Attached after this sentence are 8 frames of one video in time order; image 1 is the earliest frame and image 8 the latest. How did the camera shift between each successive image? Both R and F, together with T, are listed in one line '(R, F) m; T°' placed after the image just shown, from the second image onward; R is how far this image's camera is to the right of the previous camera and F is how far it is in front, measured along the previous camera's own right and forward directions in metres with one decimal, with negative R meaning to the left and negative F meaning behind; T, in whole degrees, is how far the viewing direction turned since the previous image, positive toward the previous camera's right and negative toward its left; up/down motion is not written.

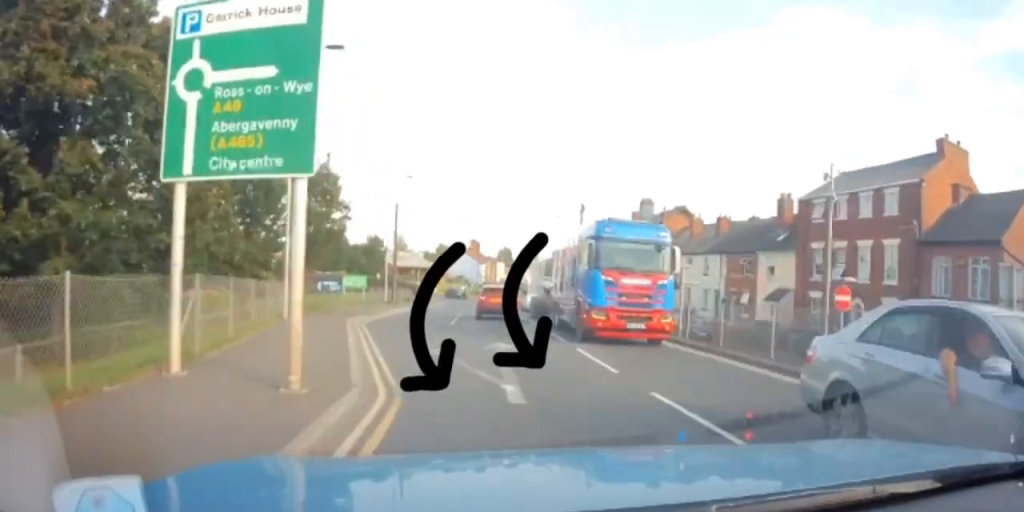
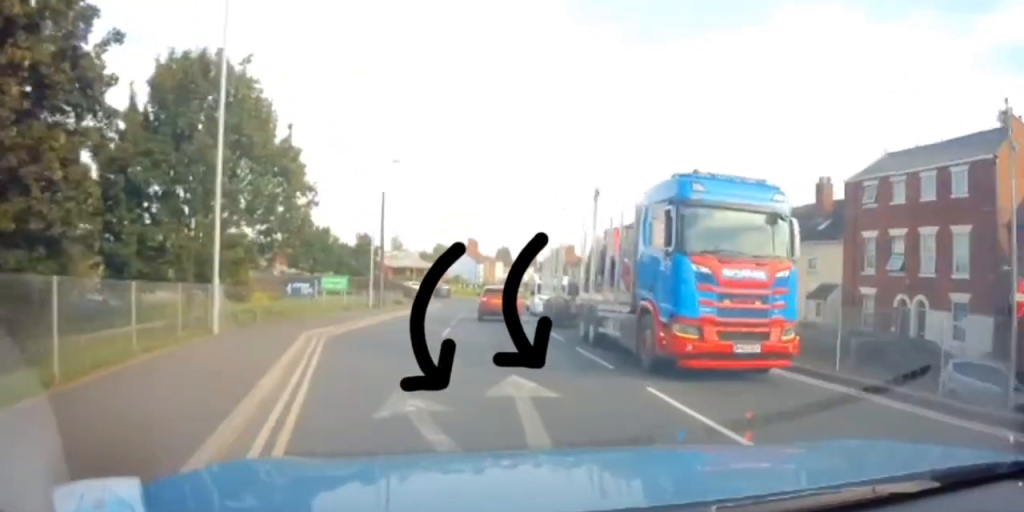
(+0.1, +5.5) m; 0°
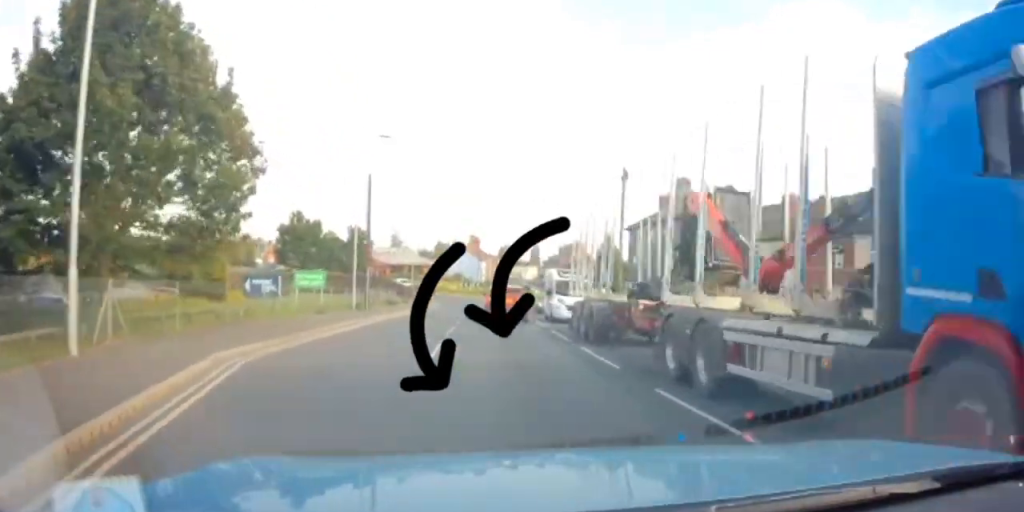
(+0.2, +6.2) m; 0°
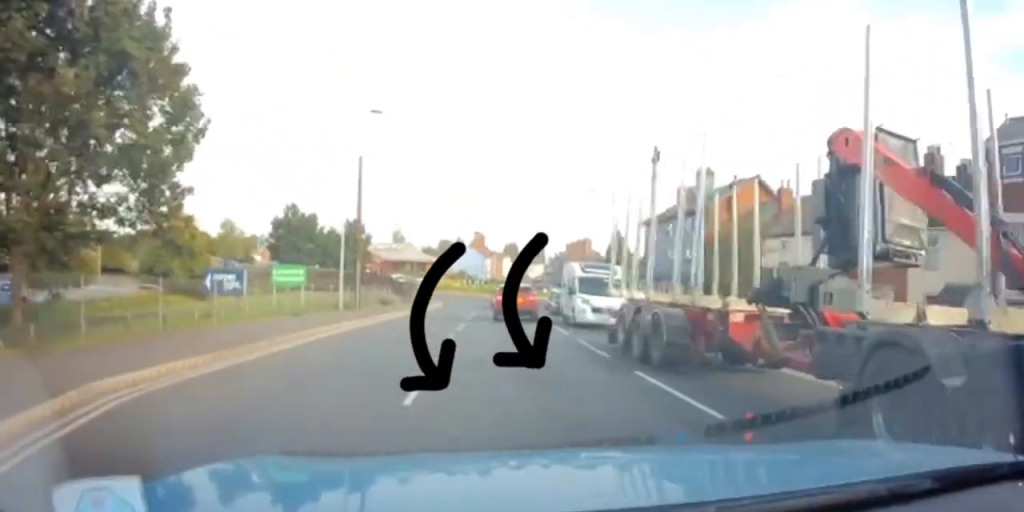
(-0.2, +4.2) m; -1°
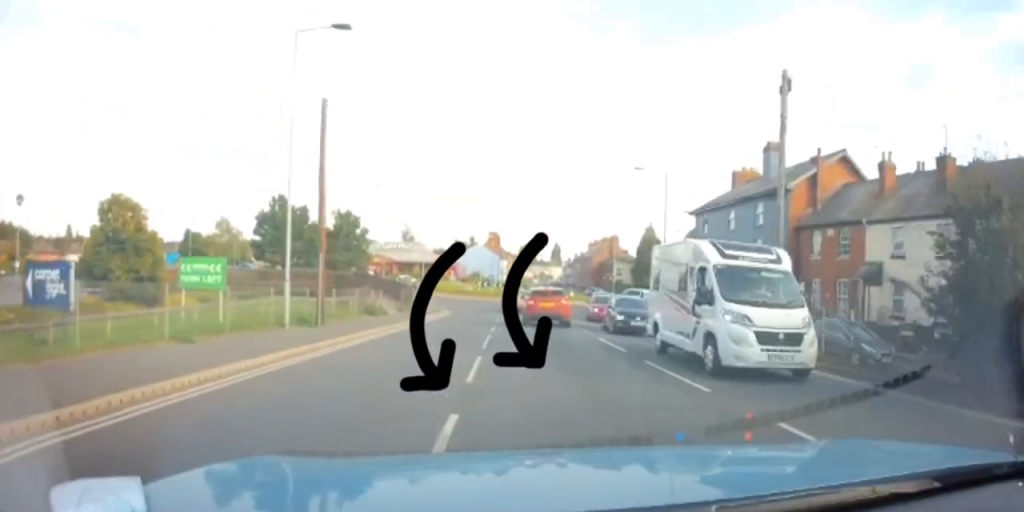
(-0.3, +10.3) m; -2°
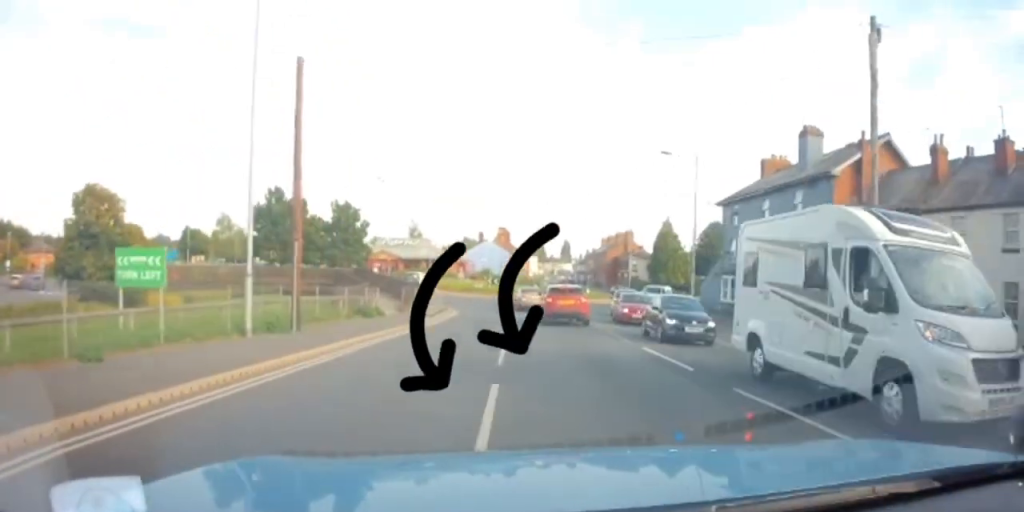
(0.0, +3.9) m; 0°
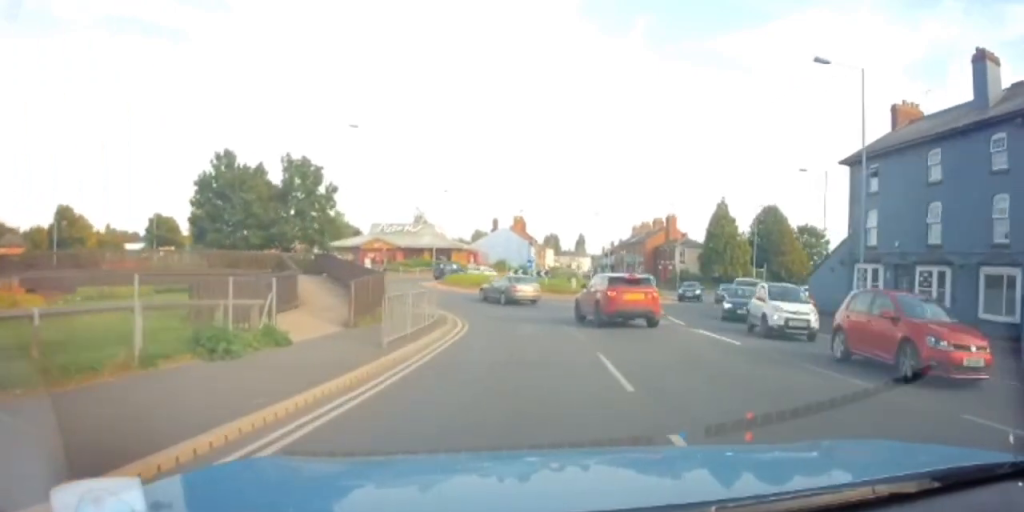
(-0.2, +15.4) m; -1°
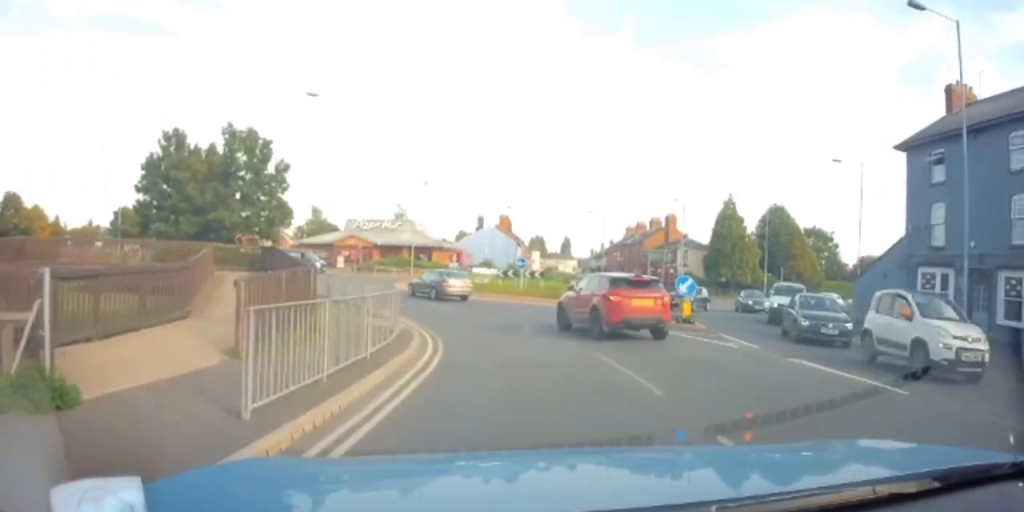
(+0.1, +6.2) m; +2°
